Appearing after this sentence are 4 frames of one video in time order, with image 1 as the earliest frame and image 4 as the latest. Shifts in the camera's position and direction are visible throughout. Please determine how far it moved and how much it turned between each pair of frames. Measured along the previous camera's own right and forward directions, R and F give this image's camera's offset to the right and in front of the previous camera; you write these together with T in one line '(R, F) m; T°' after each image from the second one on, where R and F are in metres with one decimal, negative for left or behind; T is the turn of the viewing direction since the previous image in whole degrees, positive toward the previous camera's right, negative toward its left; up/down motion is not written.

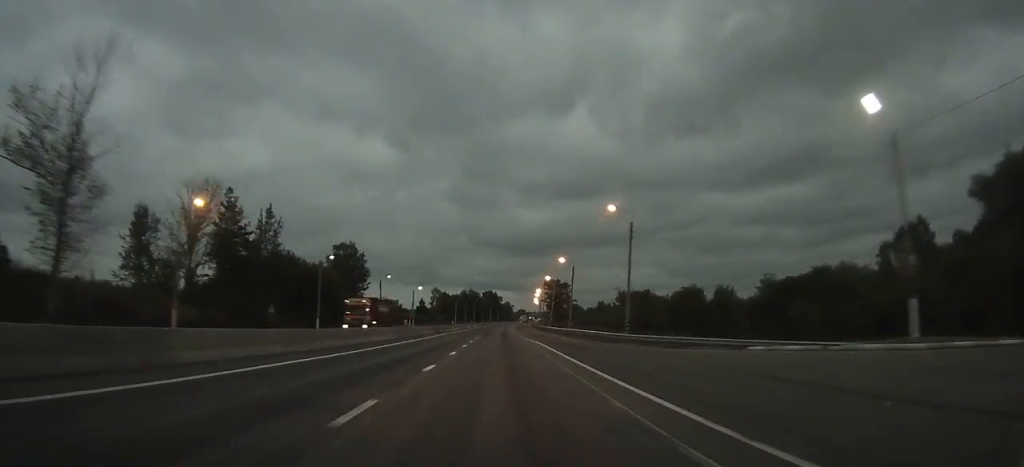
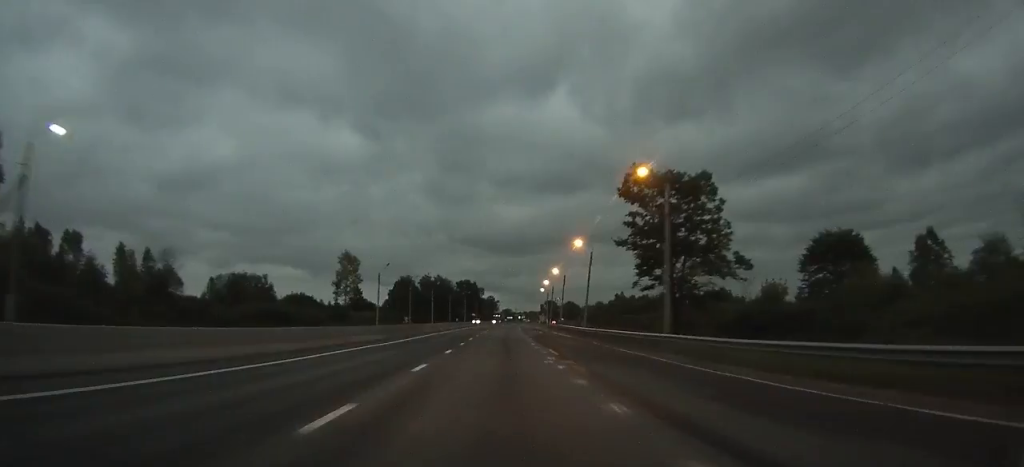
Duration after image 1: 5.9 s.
(+0.8, +120.2) m; +1°
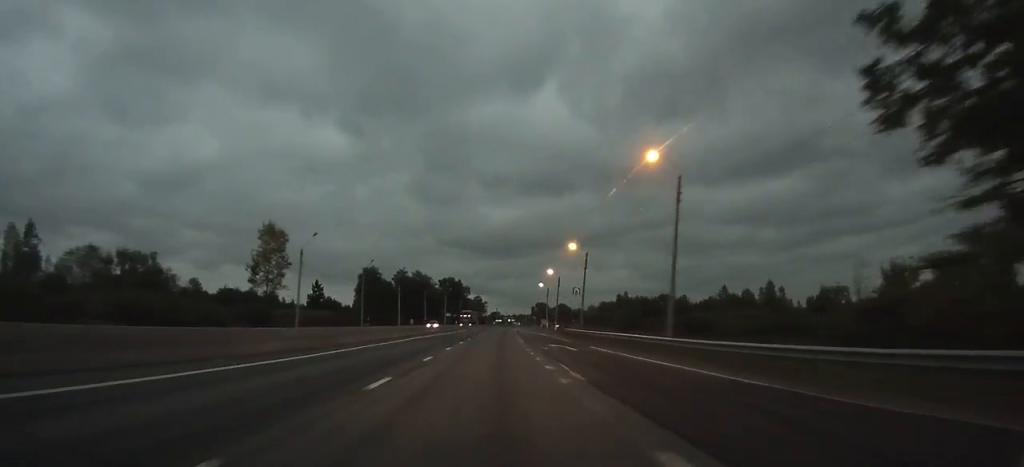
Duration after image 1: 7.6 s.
(+0.2, +35.7) m; +1°
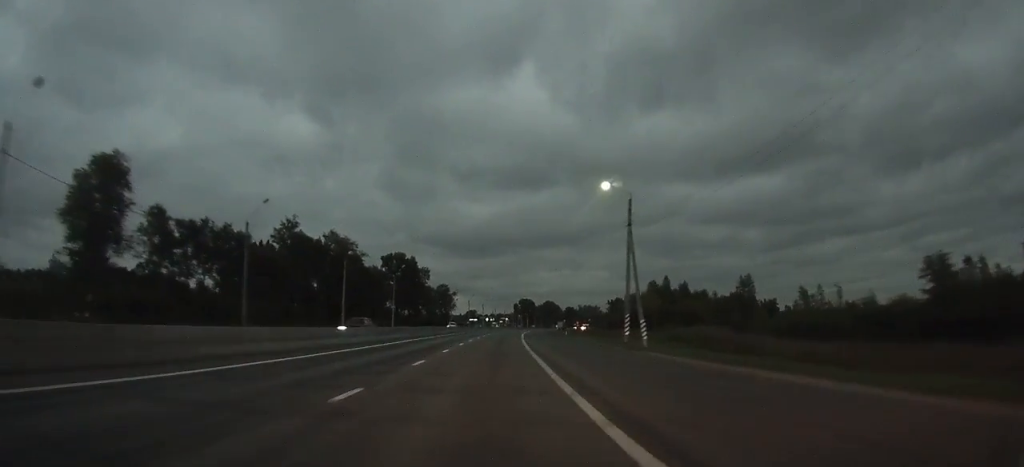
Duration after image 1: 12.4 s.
(+2.1, +98.0) m; +2°
